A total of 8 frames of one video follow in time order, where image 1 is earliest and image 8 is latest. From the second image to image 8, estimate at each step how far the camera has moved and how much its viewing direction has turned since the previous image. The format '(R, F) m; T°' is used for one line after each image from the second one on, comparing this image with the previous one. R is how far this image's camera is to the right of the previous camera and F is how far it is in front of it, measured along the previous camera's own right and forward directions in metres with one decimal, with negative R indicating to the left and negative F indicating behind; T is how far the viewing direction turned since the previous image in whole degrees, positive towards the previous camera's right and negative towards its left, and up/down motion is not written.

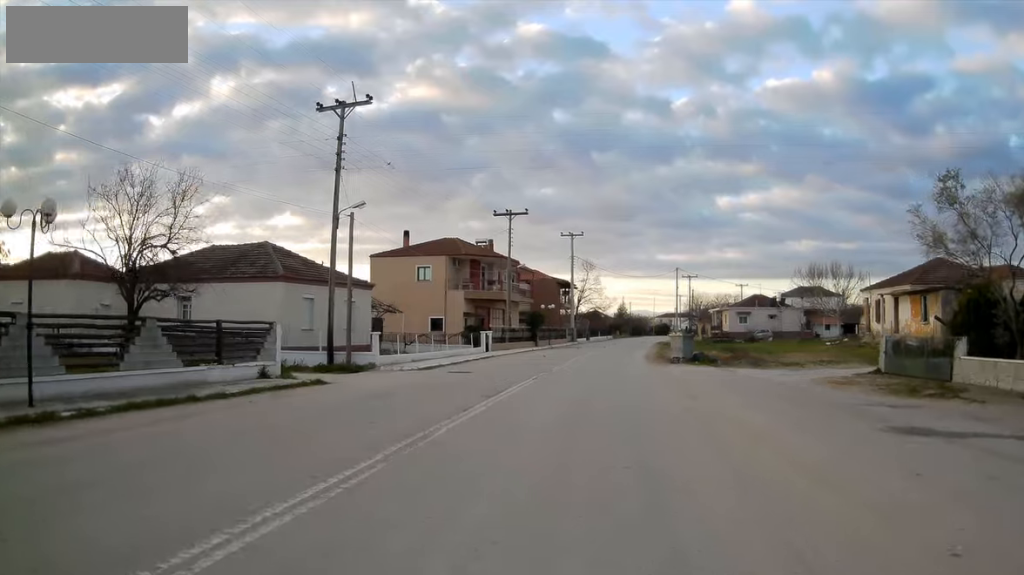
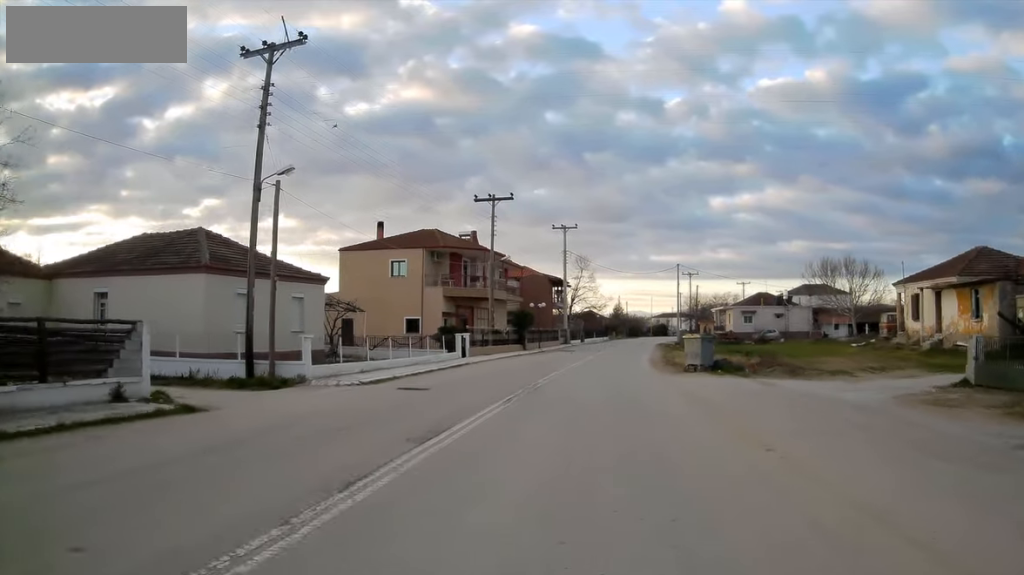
(+0.2, +5.5) m; +3°
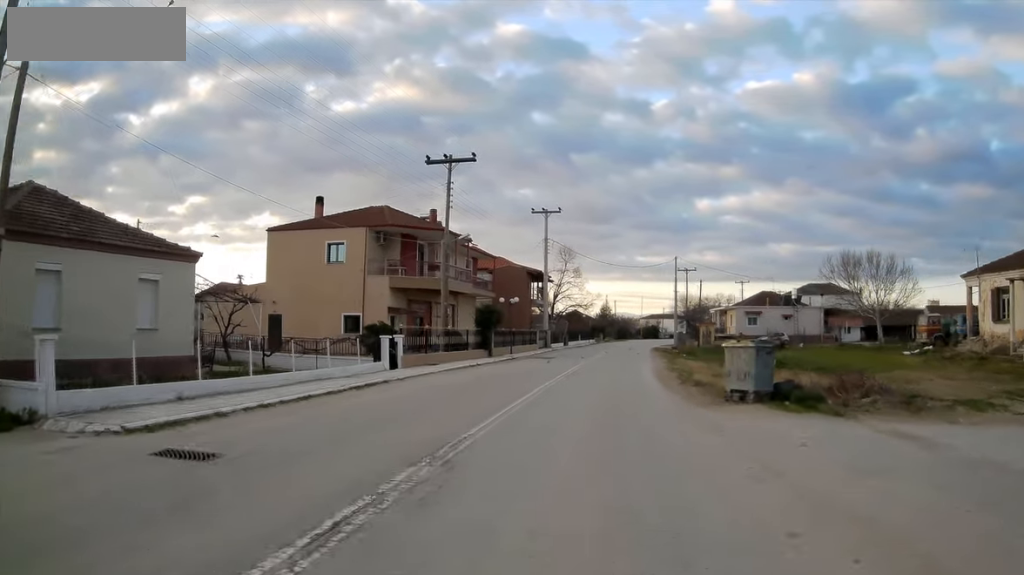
(+0.4, +9.3) m; -1°
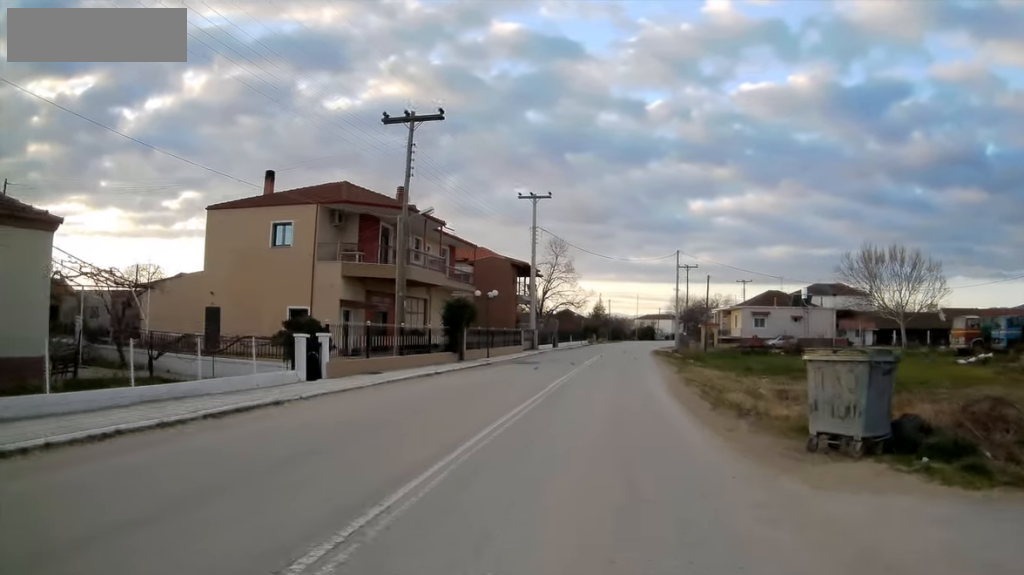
(-0.3, +5.5) m; -2°
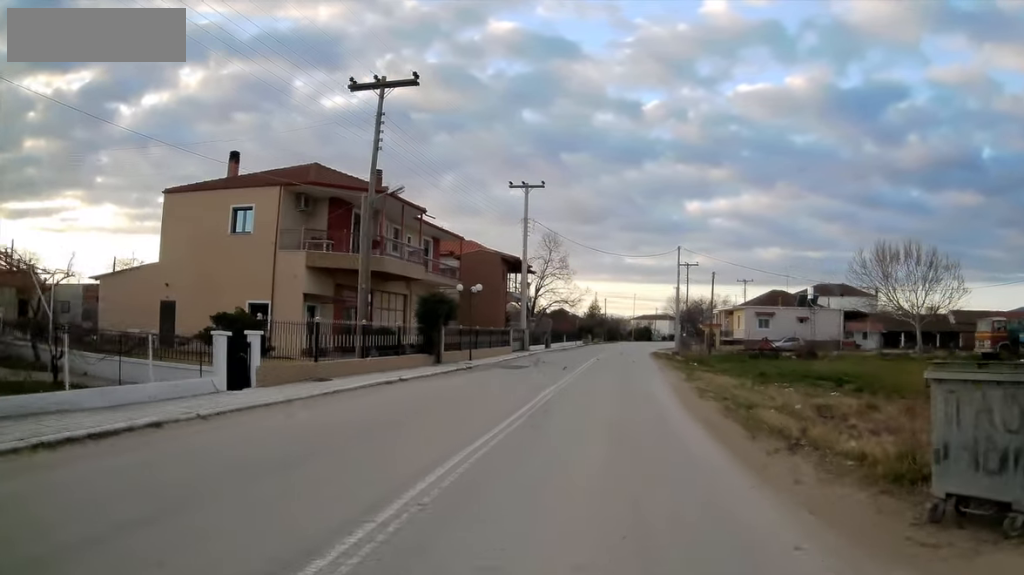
(0.0, +3.1) m; 0°
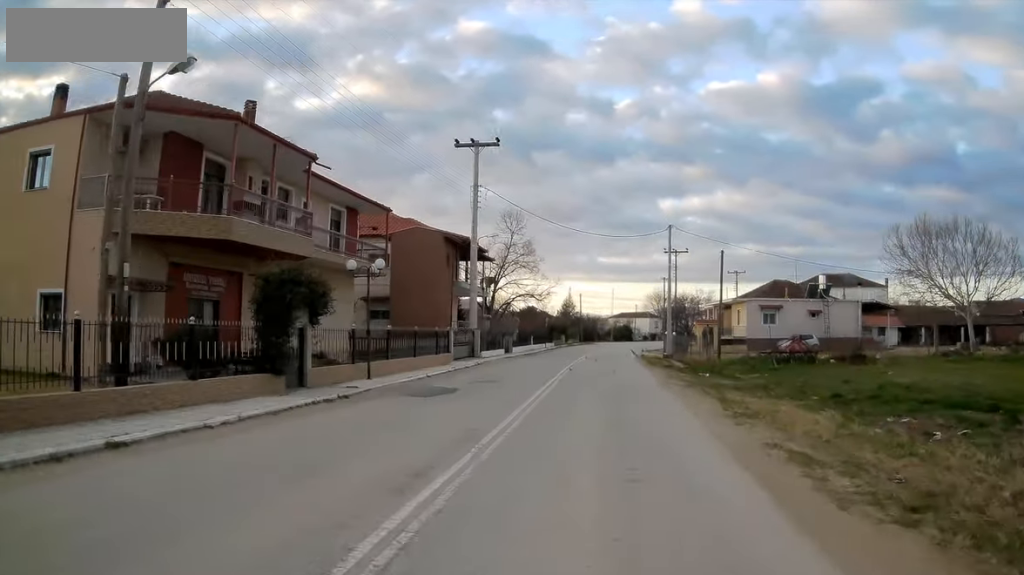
(+0.3, +9.2) m; +3°
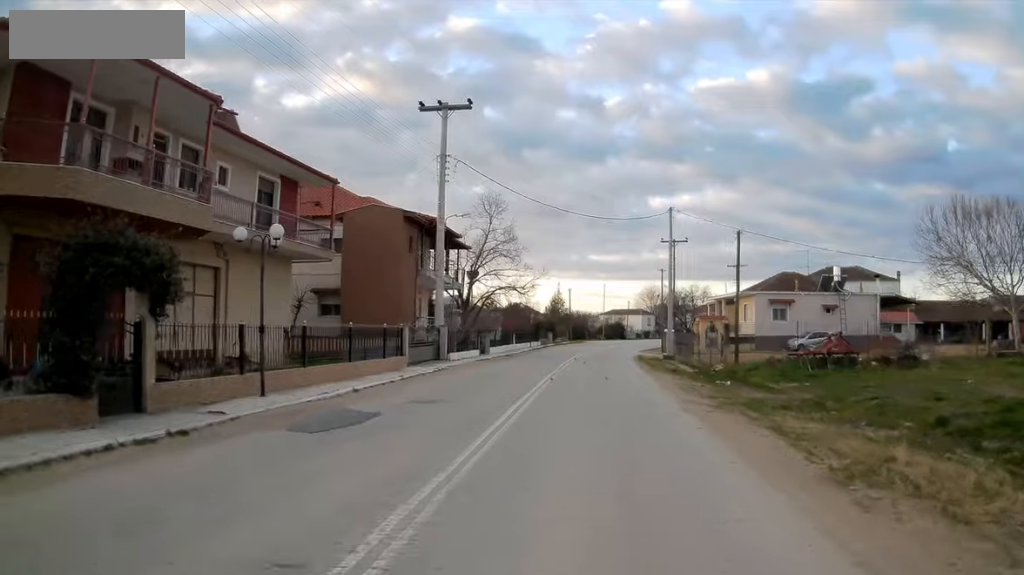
(0.0, +5.0) m; +1°
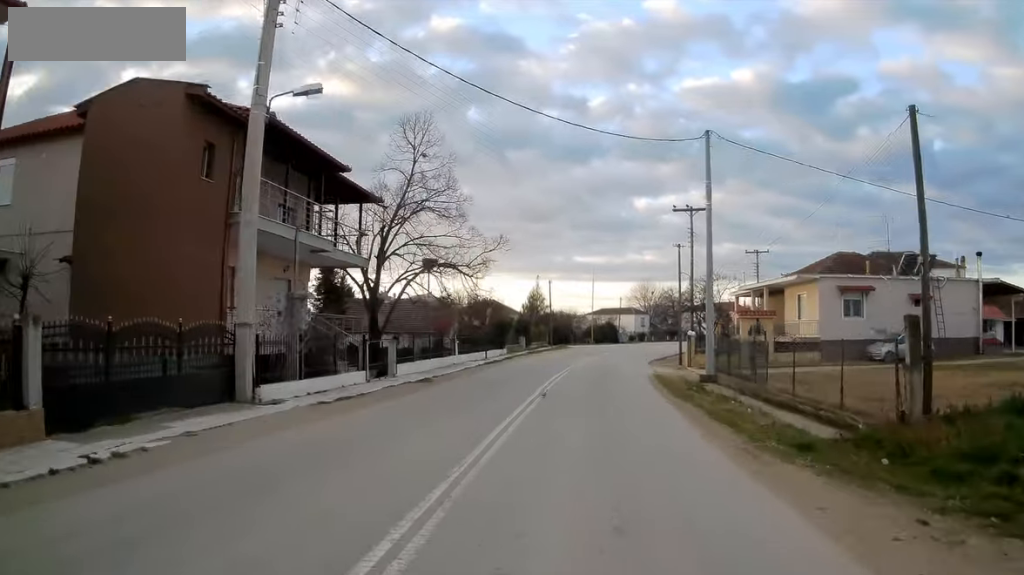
(0.0, +15.8) m; +1°
